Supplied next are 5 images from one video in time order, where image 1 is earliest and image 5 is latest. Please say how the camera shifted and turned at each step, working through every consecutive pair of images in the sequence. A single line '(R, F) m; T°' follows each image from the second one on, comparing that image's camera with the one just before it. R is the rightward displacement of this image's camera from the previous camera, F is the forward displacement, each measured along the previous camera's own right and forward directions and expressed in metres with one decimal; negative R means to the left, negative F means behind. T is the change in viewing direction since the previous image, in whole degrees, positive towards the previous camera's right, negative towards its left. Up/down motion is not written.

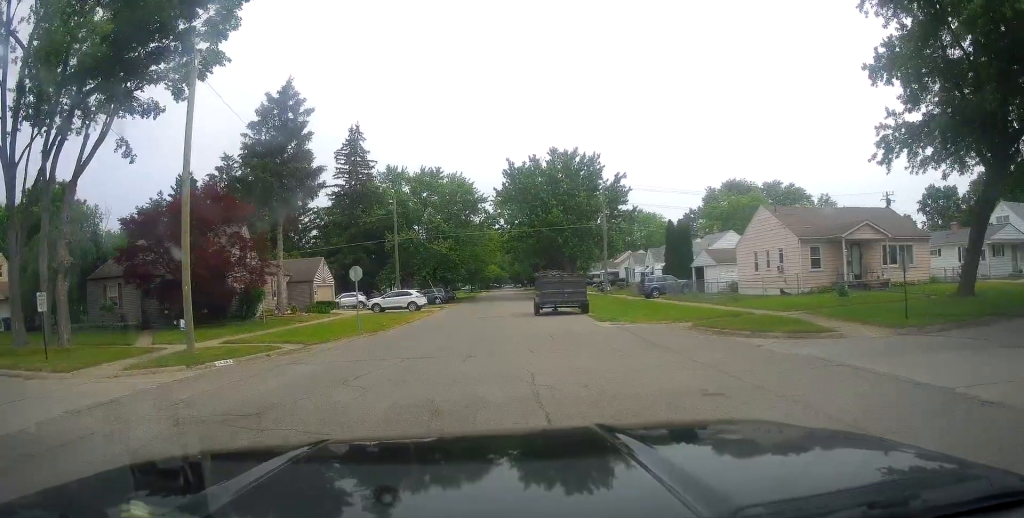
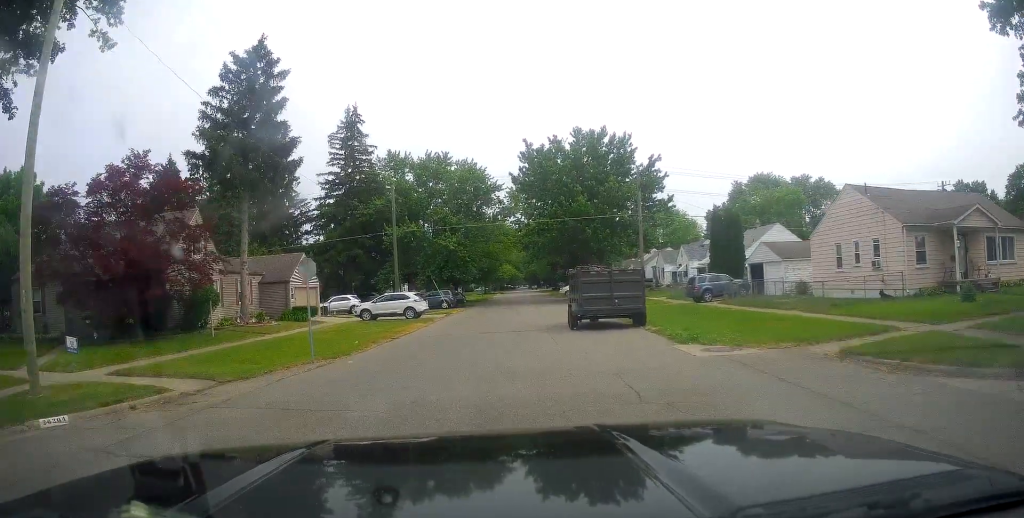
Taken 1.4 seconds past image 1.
(-0.7, +8.5) m; -1°
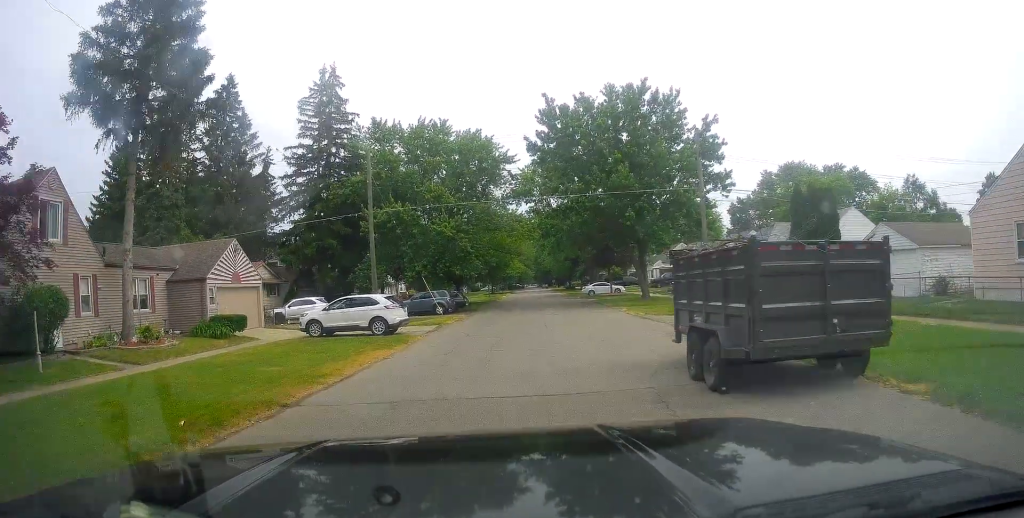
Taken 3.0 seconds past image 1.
(+0.7, +11.8) m; +3°
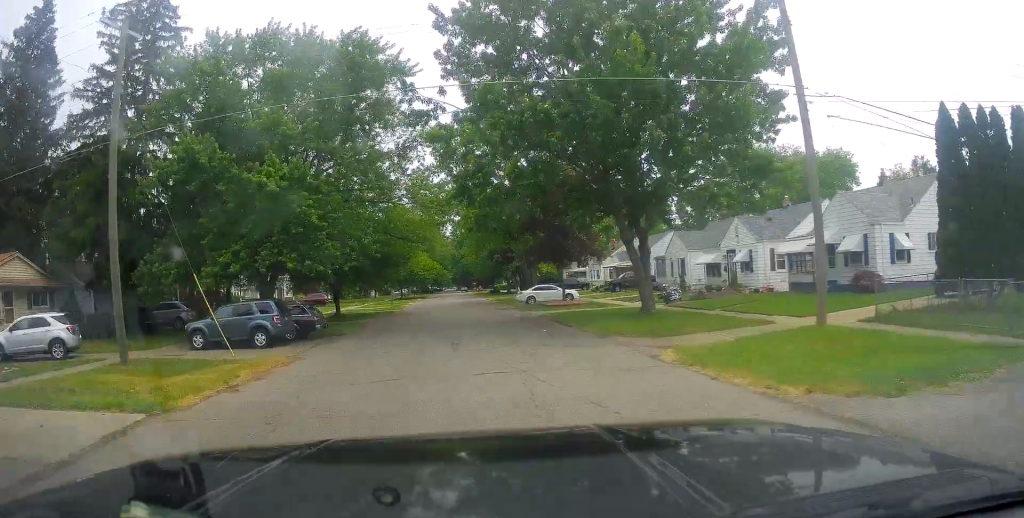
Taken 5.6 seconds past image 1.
(+0.9, +20.7) m; +3°
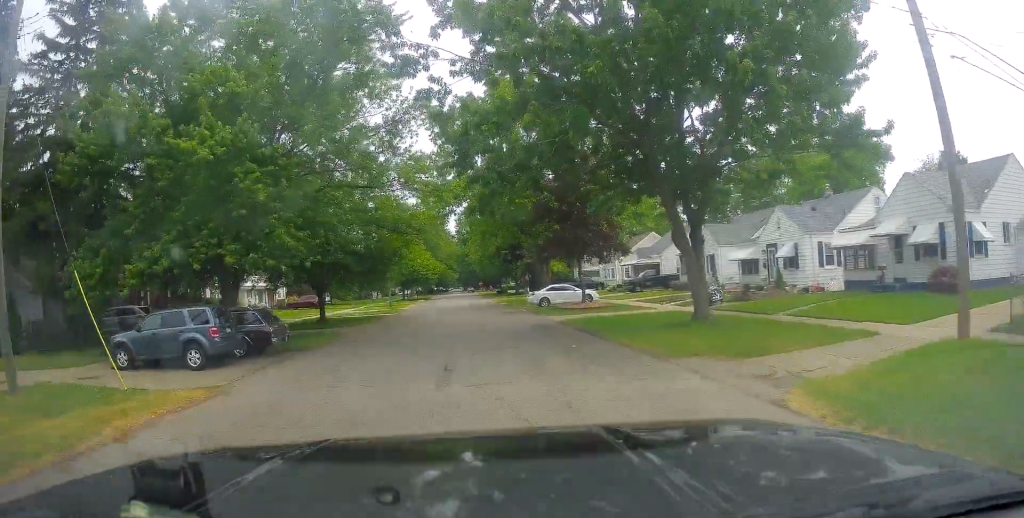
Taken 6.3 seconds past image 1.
(0.0, +5.7) m; 0°
